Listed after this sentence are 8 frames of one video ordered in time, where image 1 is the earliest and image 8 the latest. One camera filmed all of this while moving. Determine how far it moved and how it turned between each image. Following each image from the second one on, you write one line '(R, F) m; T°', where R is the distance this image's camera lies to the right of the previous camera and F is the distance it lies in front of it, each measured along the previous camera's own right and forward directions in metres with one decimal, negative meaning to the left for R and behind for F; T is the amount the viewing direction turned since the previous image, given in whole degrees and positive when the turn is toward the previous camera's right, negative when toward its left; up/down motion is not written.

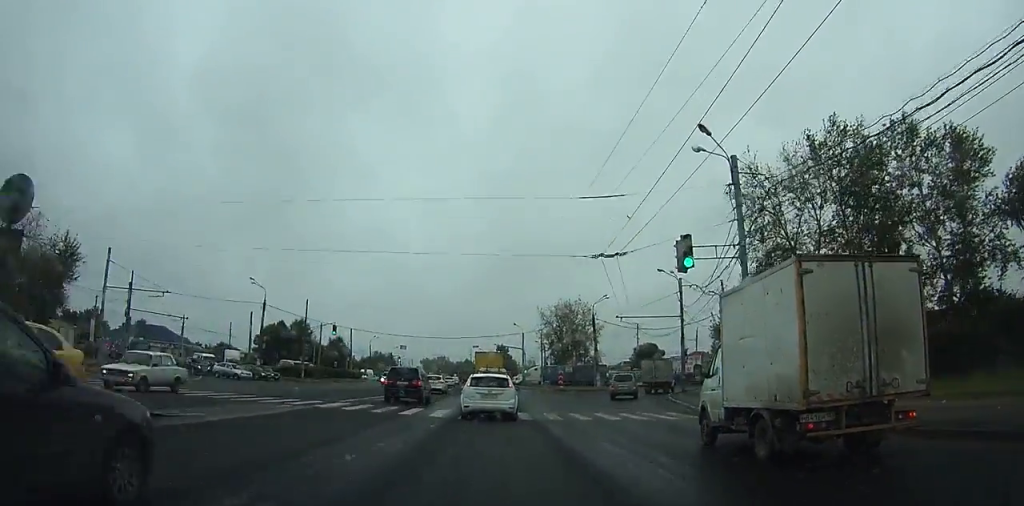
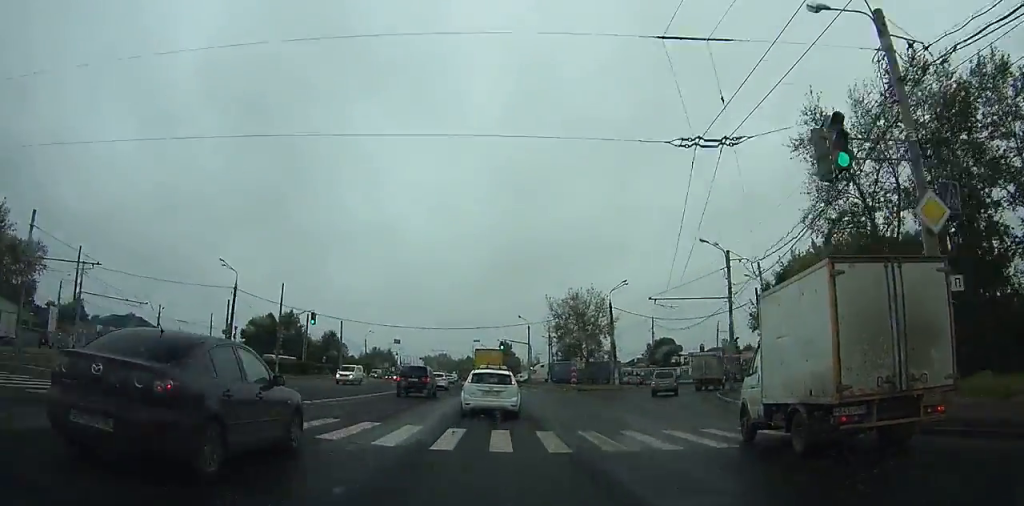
(+0.1, +8.8) m; 0°
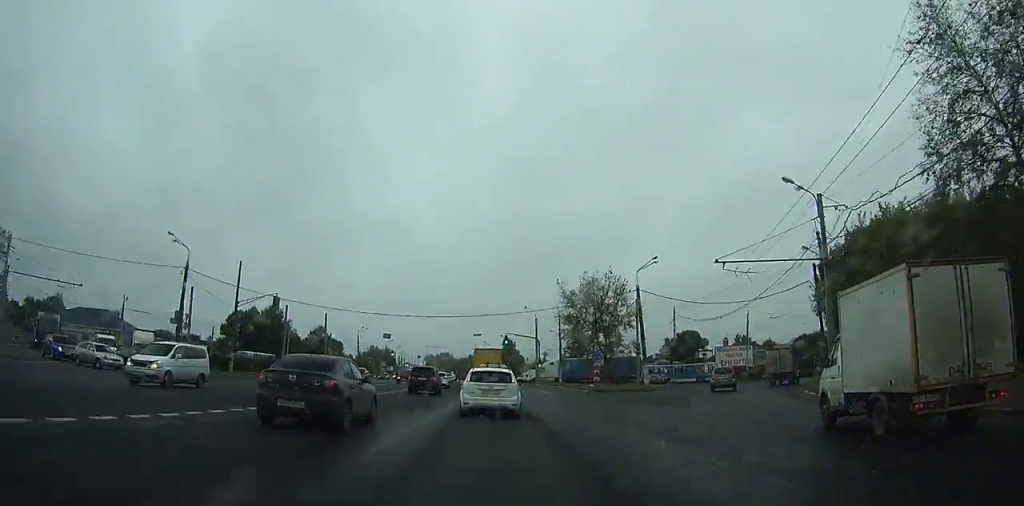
(0.0, +11.3) m; -1°
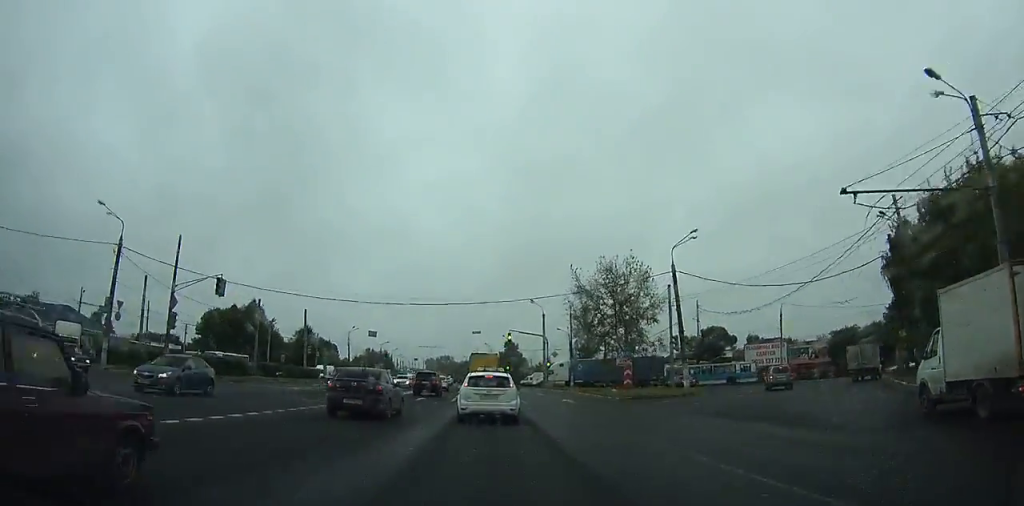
(+0.1, +10.9) m; -2°
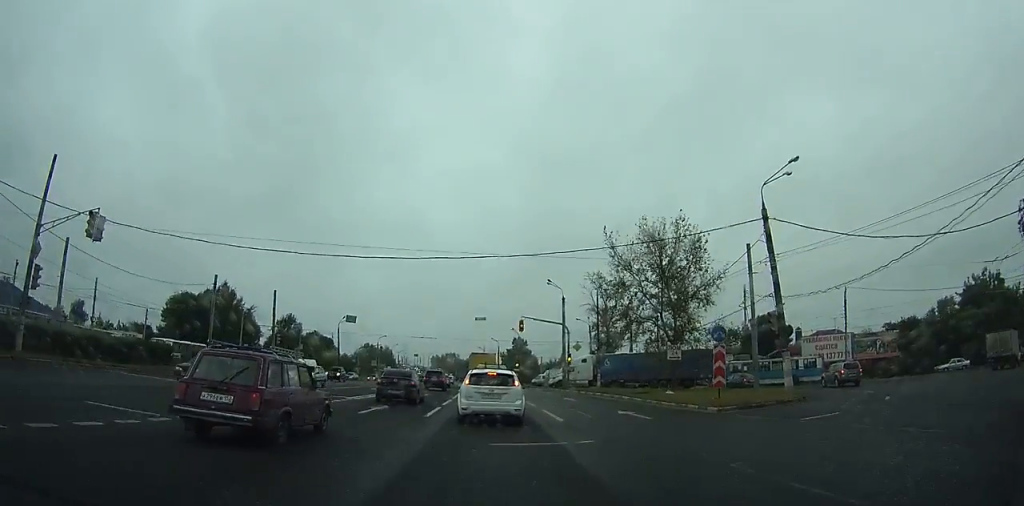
(-0.7, +14.6) m; -1°
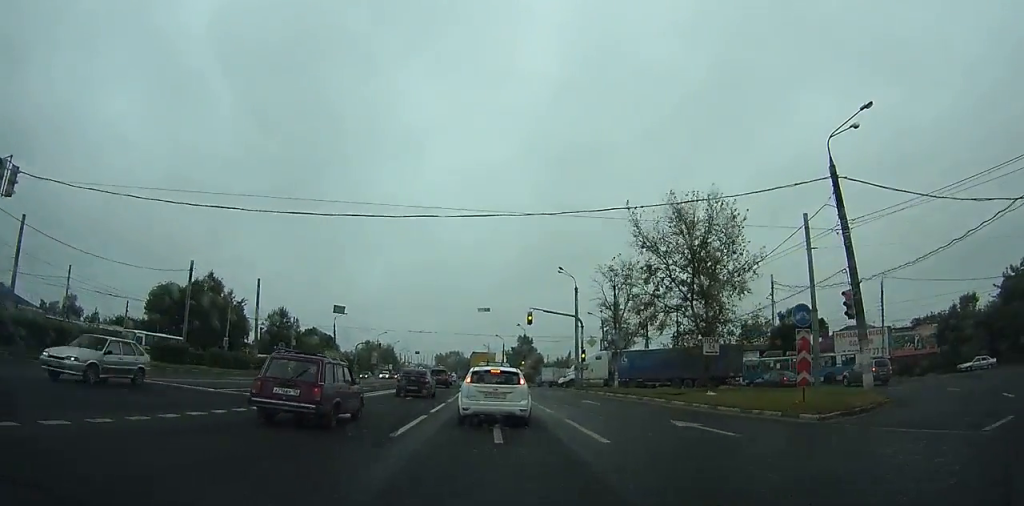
(0.0, +6.7) m; 0°
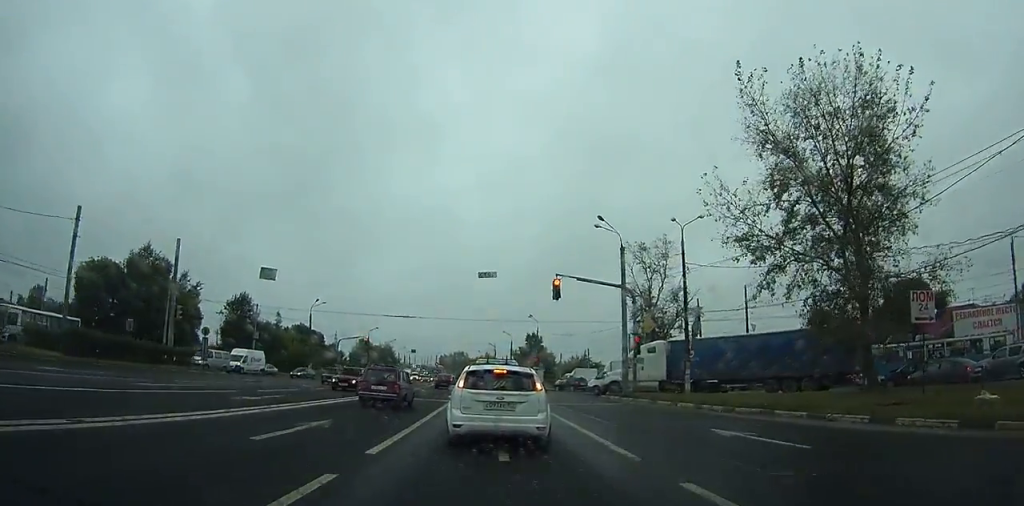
(+0.9, +22.7) m; +4°
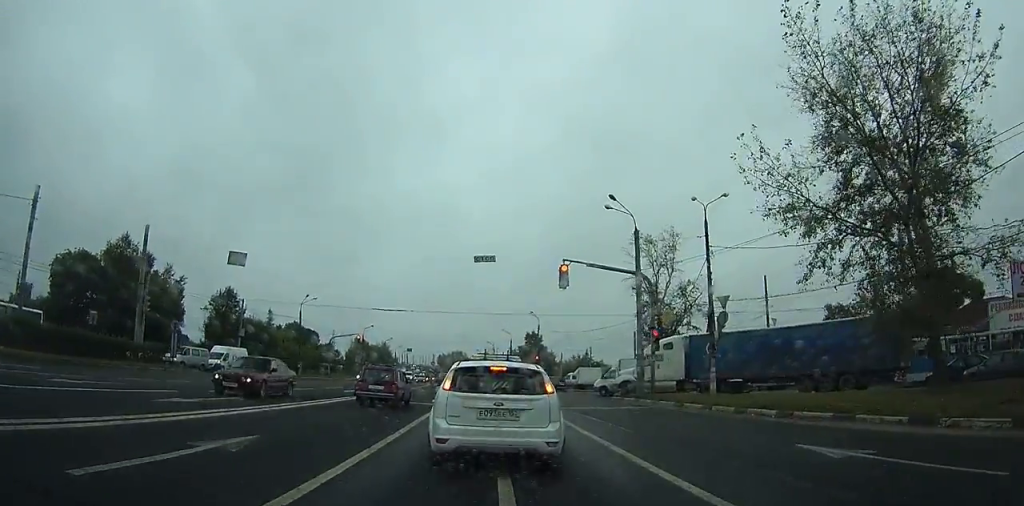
(+0.1, +6.8) m; +2°
